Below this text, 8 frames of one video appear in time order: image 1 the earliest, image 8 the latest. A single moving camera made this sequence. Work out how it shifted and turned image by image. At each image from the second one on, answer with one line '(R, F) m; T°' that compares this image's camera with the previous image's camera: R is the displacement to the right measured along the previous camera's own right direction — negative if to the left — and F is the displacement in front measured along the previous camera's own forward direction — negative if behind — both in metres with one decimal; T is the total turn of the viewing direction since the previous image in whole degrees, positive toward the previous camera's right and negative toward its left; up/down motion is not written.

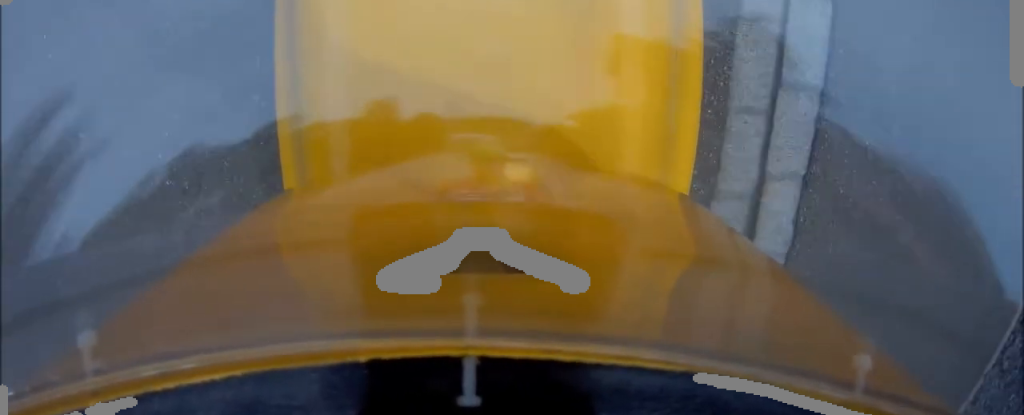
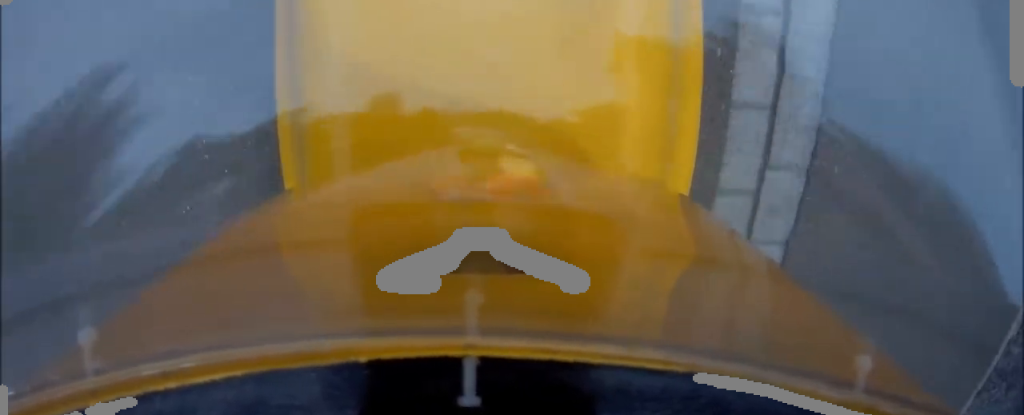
(+0.1, +1.5) m; -2°
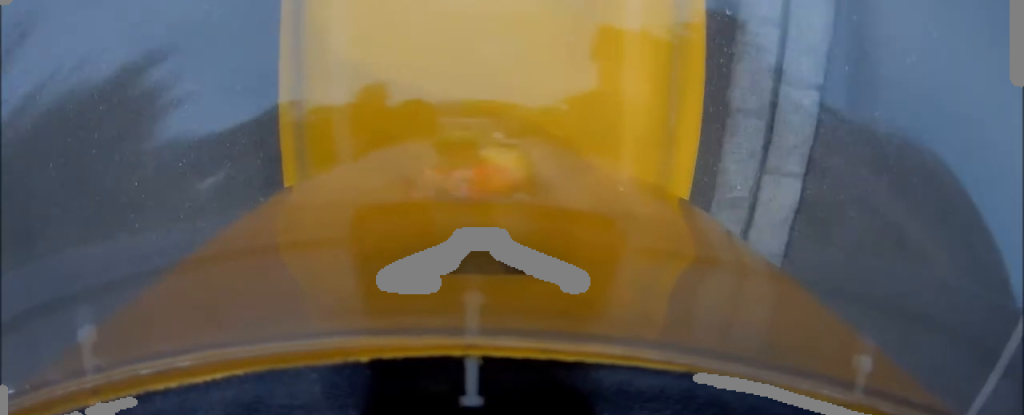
(-0.3, +2.6) m; 0°
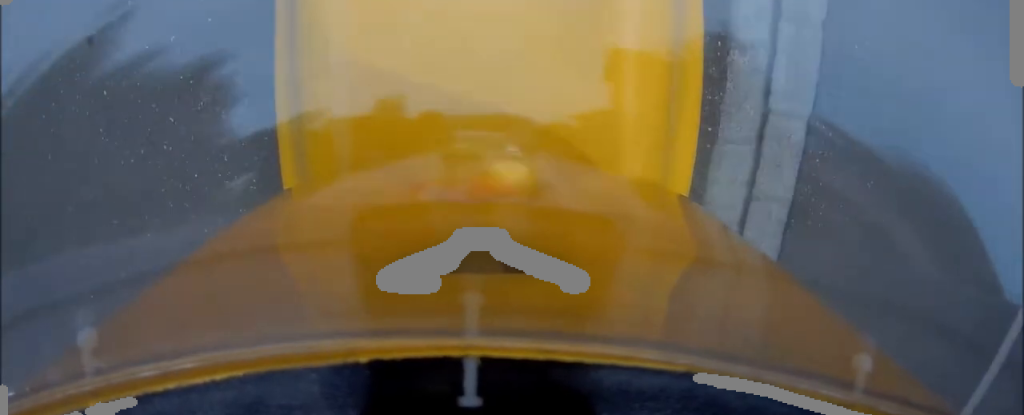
(+0.1, +2.5) m; +2°
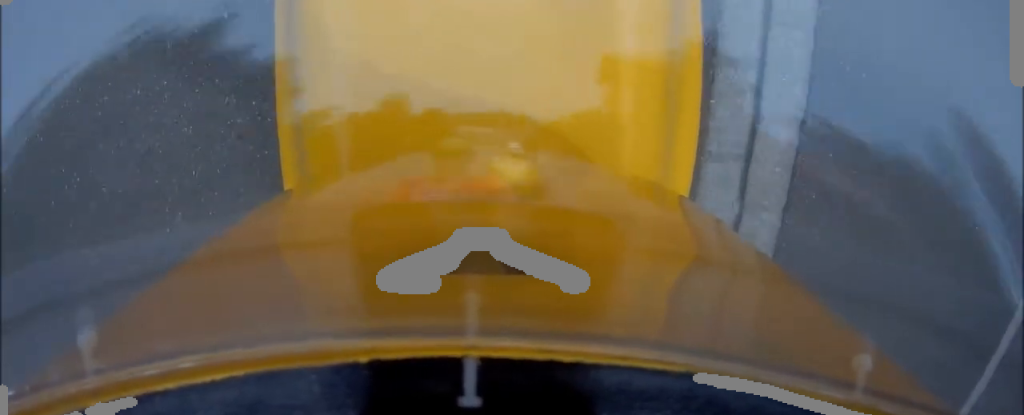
(+0.3, +5.2) m; +3°
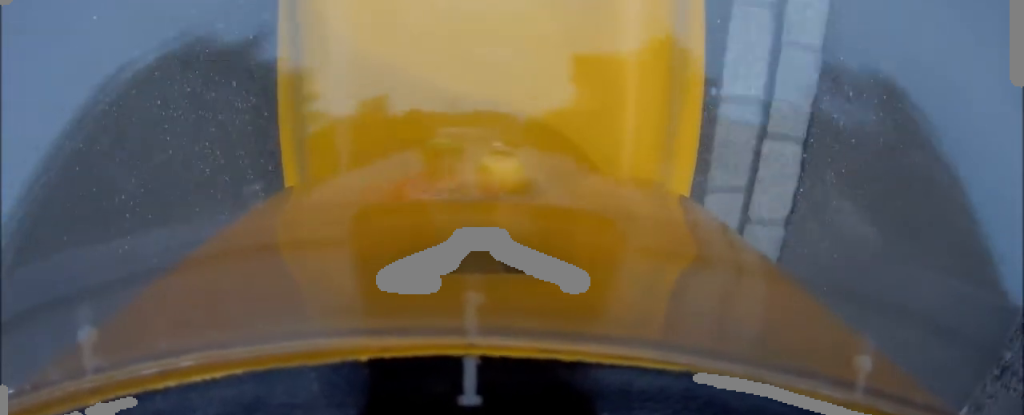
(+0.1, +4.8) m; +1°
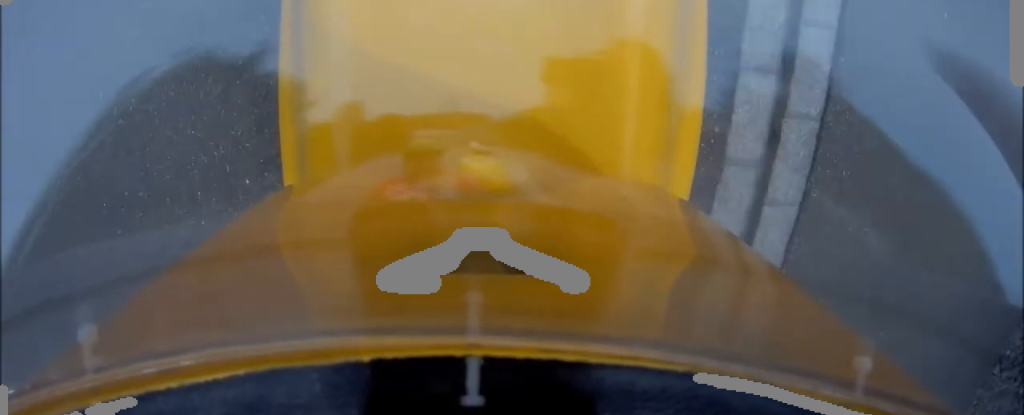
(0.0, +3.3) m; 0°
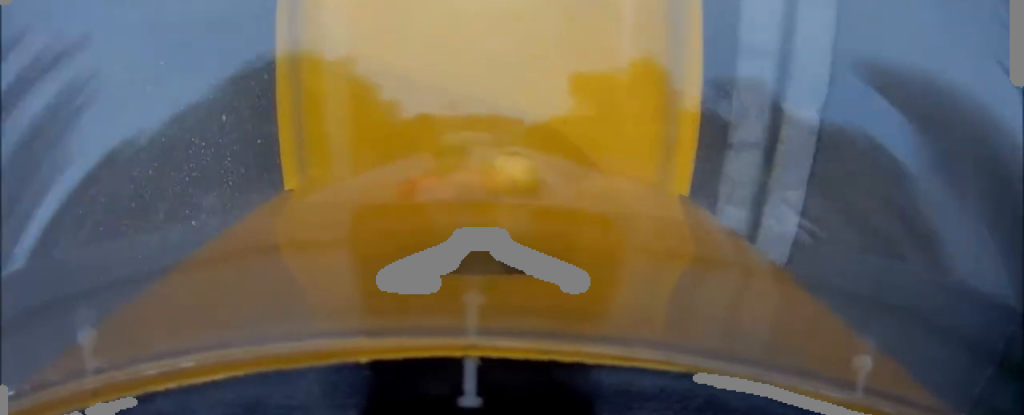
(-0.8, +8.1) m; -5°
